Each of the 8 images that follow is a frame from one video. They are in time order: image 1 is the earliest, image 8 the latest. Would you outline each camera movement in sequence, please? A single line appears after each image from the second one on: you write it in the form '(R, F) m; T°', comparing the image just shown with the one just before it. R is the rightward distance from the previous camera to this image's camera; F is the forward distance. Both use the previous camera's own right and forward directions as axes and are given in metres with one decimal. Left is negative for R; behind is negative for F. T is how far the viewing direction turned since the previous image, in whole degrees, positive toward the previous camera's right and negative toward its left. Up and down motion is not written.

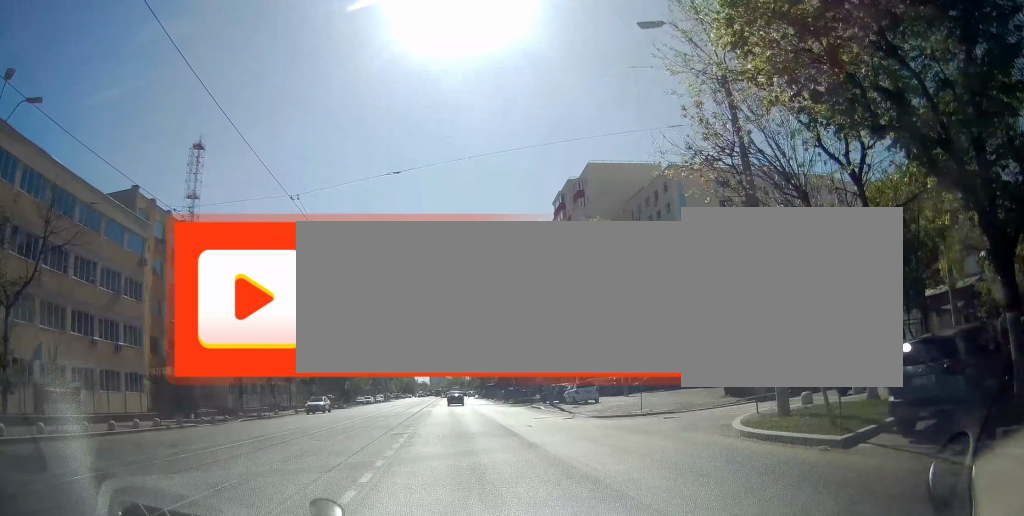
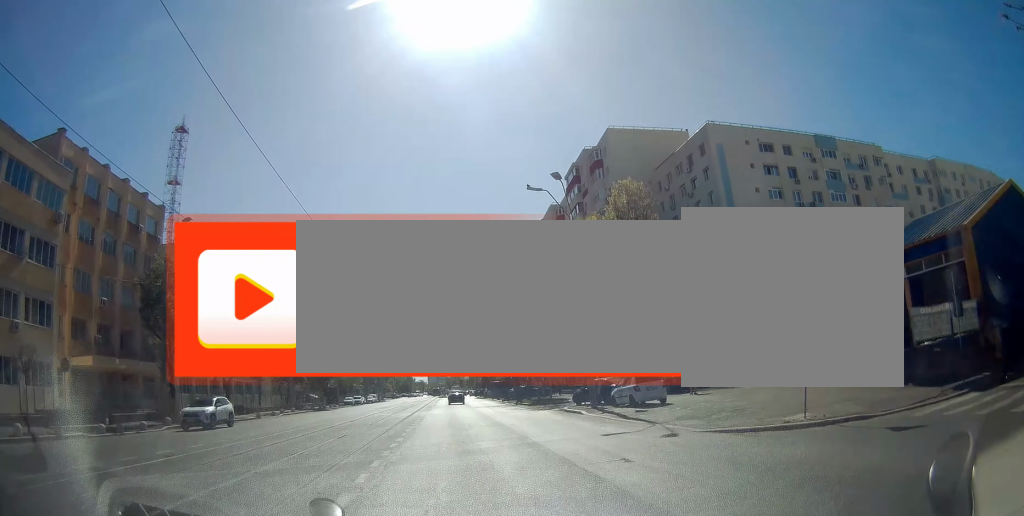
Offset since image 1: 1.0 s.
(+0.3, +12.6) m; 0°
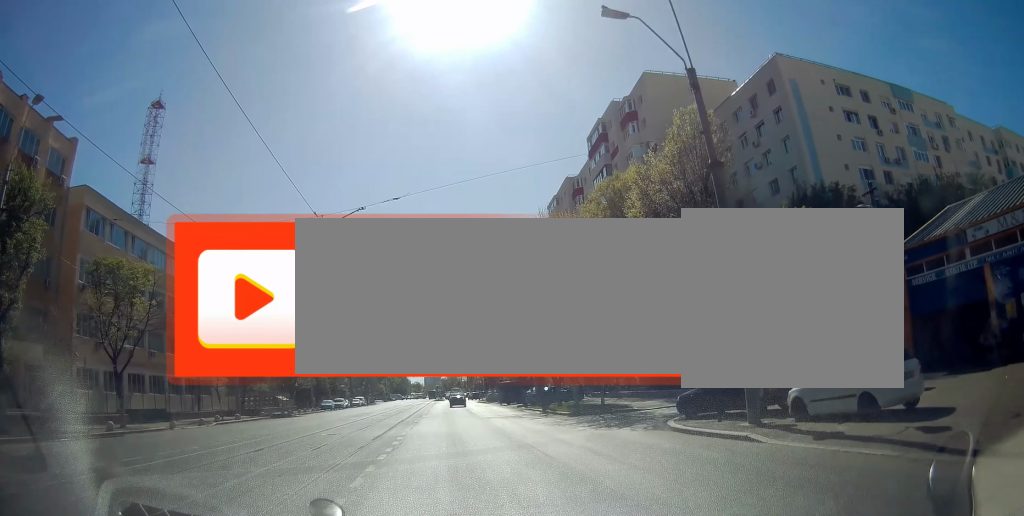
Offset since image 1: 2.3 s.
(-0.3, +16.4) m; -1°
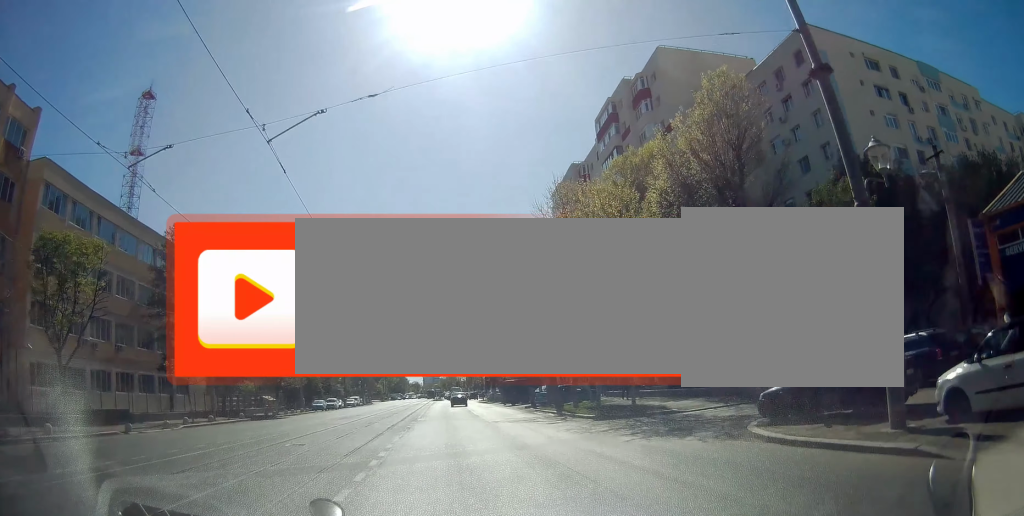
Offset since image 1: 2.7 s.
(0.0, +5.3) m; -1°
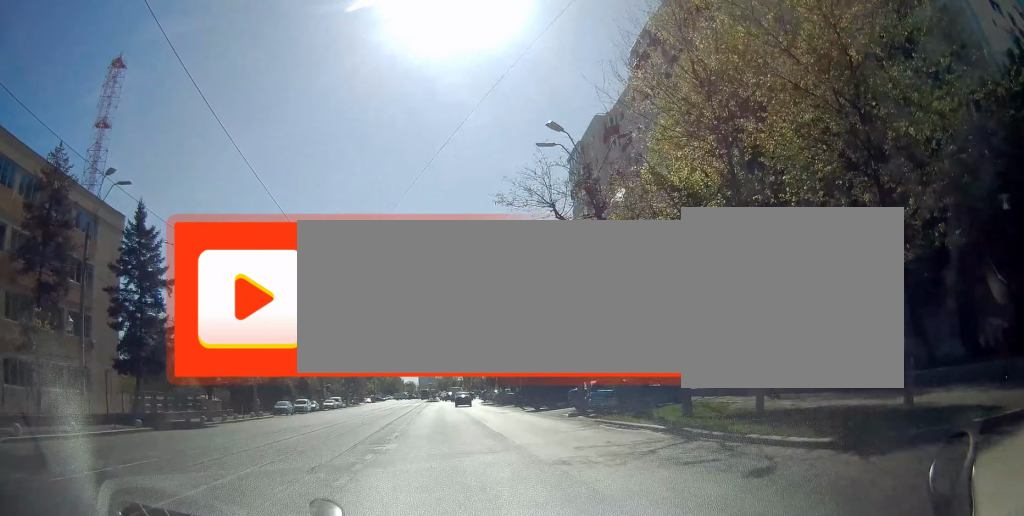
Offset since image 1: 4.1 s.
(-0.3, +16.8) m; +1°
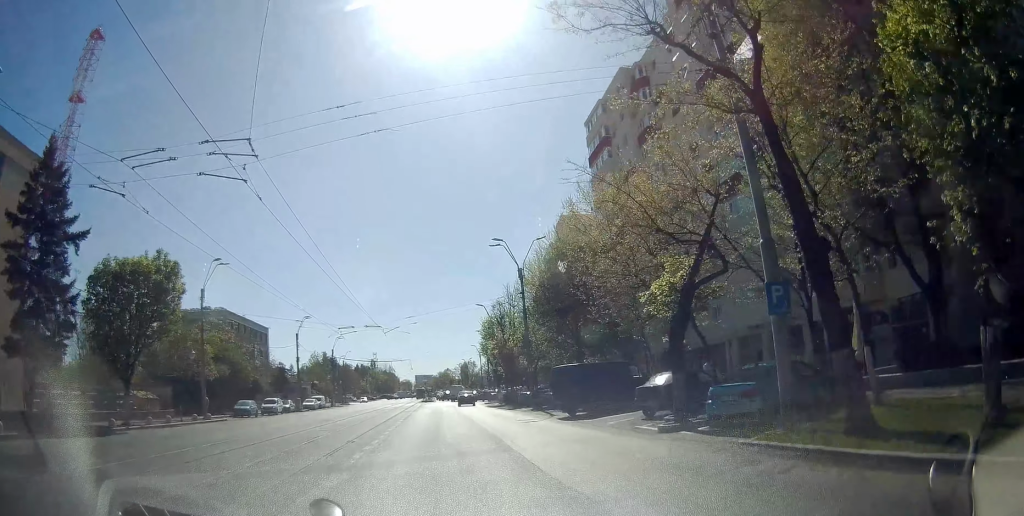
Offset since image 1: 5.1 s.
(+0.4, +12.1) m; +2°
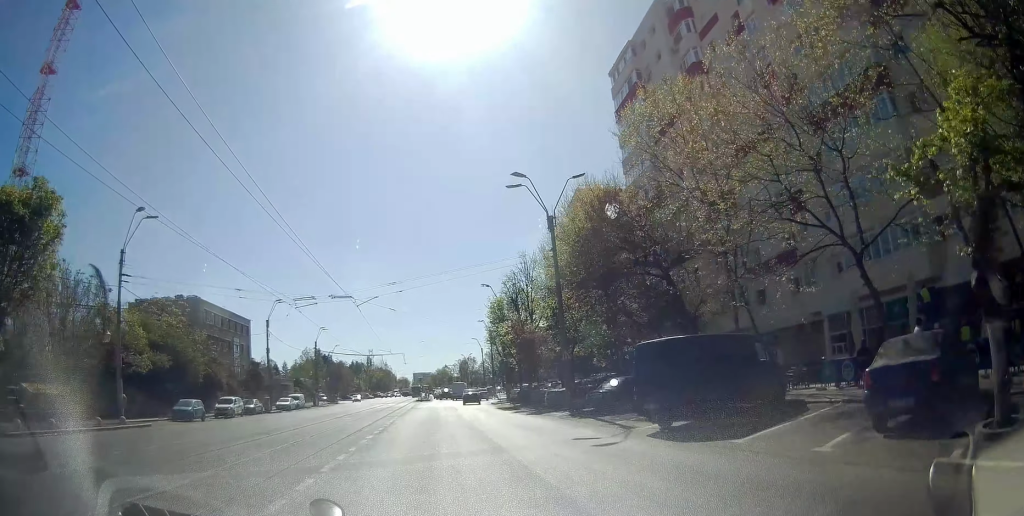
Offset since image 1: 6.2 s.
(-0.1, +12.5) m; -2°
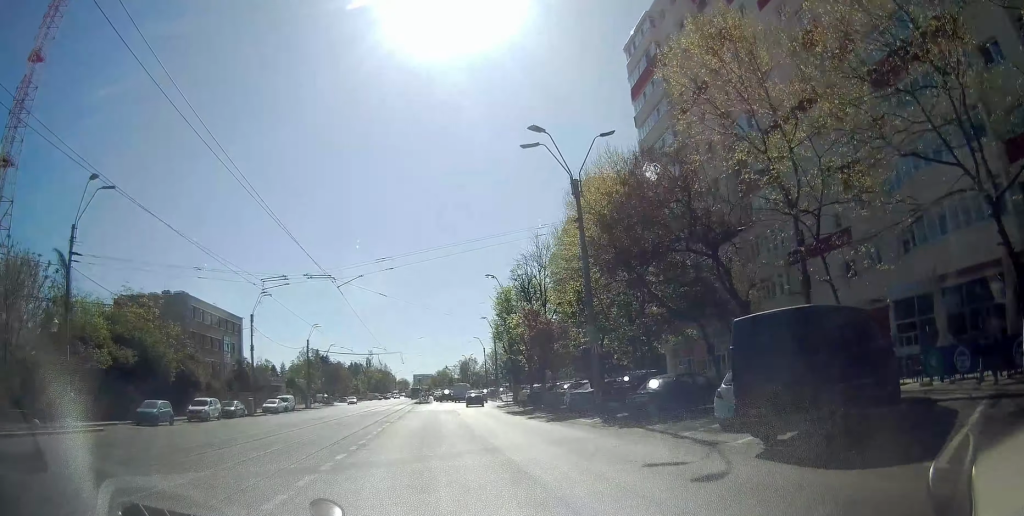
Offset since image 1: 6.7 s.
(-0.1, +5.6) m; -1°
